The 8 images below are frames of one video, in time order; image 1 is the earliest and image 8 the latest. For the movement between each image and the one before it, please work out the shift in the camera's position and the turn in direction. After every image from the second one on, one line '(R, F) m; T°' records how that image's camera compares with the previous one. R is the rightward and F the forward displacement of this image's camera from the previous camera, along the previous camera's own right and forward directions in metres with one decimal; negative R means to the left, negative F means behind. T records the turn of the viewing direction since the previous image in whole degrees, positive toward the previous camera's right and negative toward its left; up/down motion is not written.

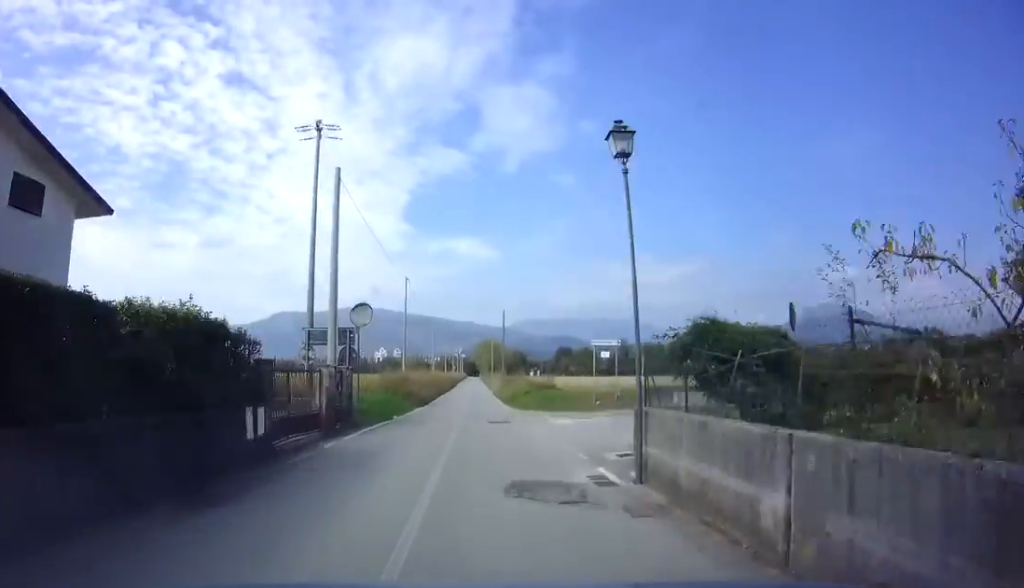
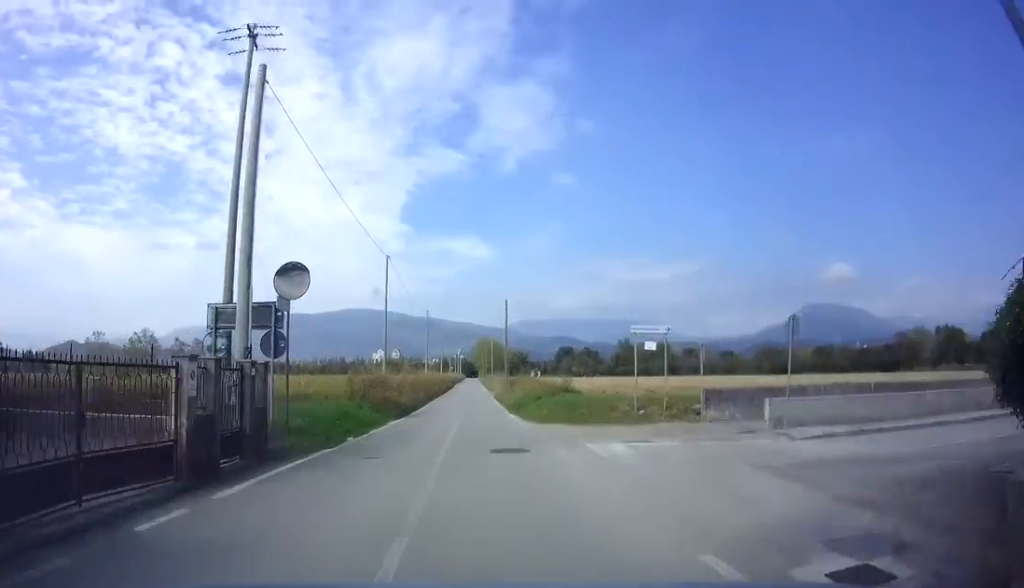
(-0.1, +7.3) m; 0°
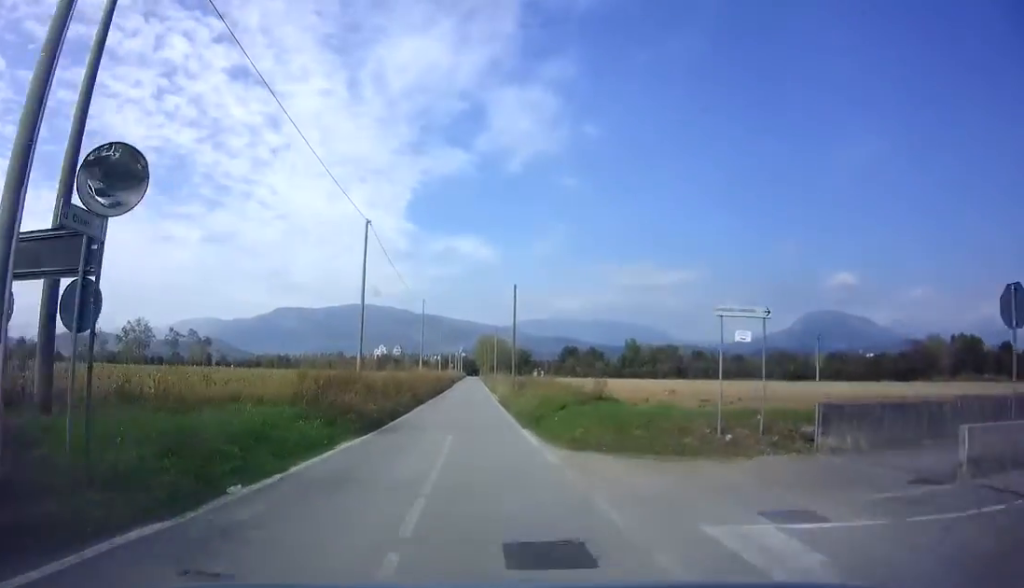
(+0.1, +6.9) m; 0°
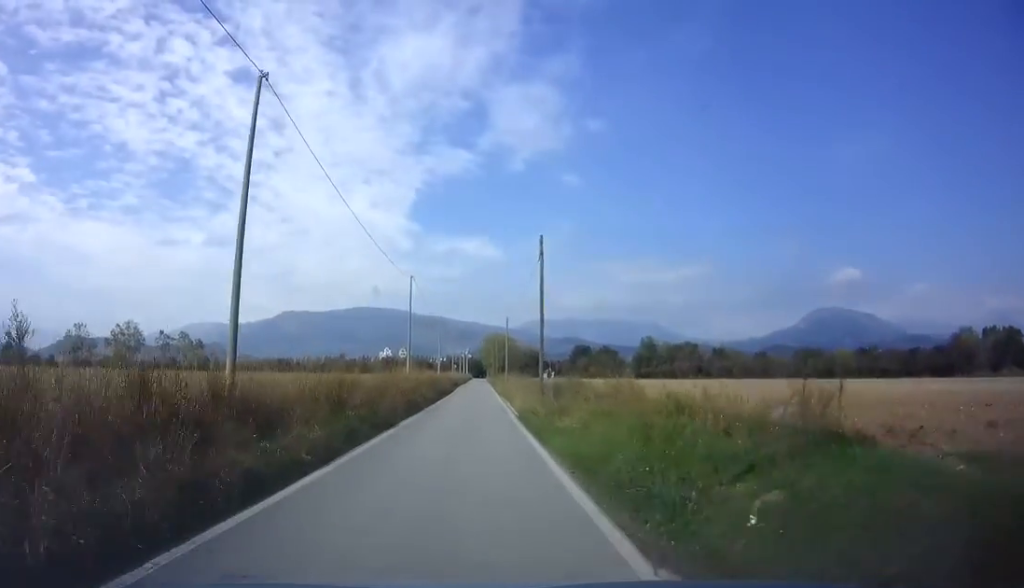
(0.0, +13.0) m; 0°
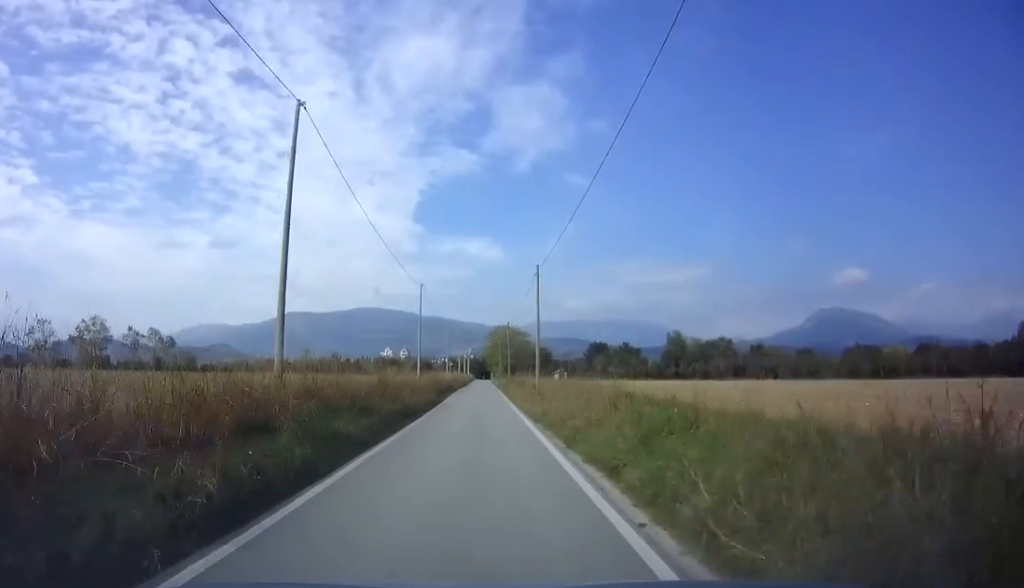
(-0.1, +25.4) m; 0°
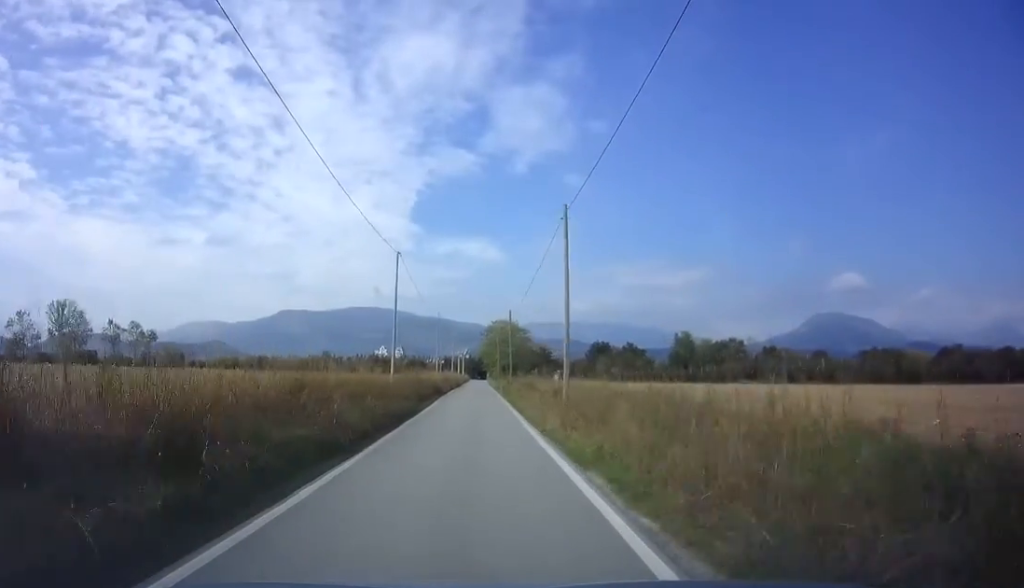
(+0.1, +10.0) m; 0°
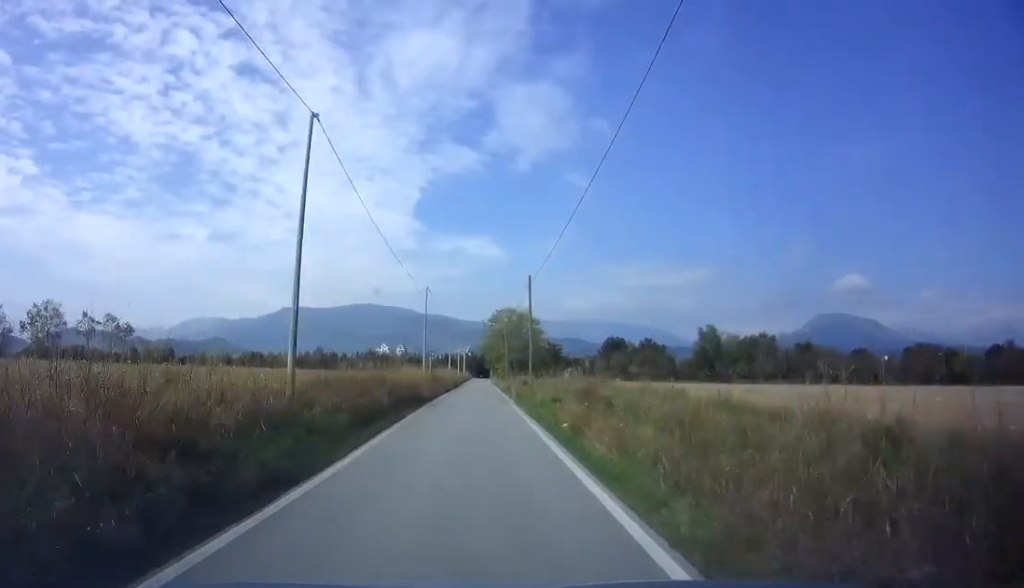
(-0.2, +16.2) m; 0°
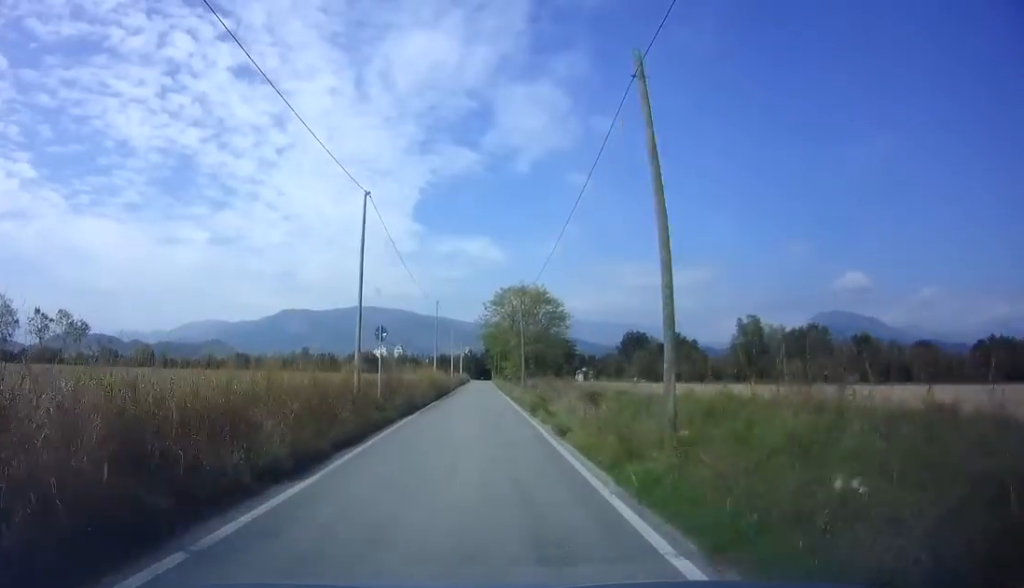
(0.0, +23.9) m; 0°
